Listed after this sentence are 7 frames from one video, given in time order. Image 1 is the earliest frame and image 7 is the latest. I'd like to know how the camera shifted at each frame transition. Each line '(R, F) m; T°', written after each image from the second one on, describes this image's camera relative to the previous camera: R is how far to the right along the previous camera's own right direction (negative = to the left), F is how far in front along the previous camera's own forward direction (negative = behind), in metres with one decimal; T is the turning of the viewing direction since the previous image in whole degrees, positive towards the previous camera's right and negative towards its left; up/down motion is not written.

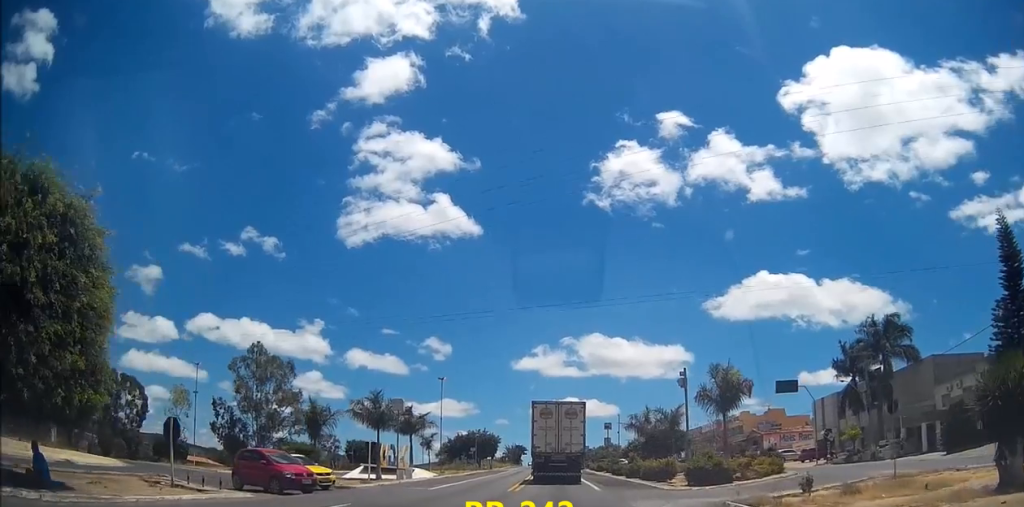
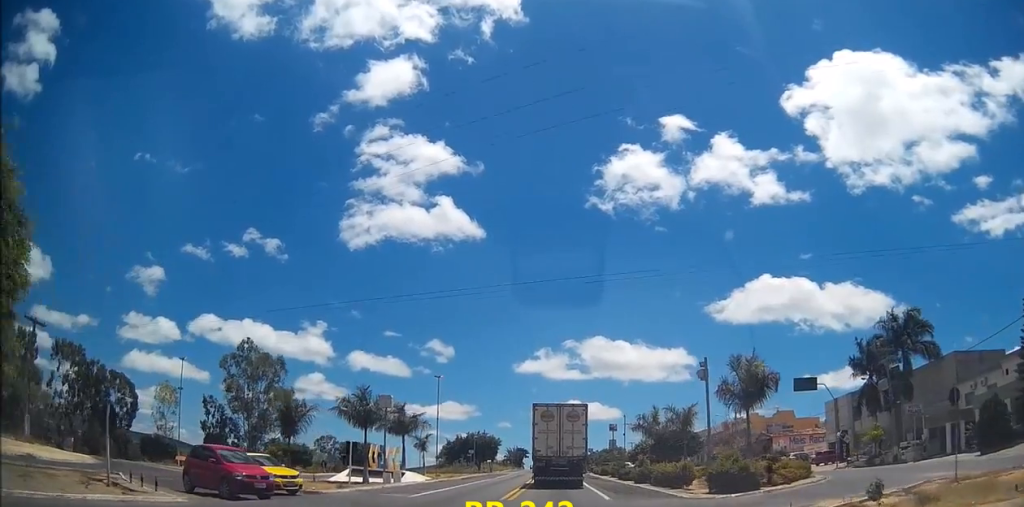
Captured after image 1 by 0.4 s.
(+0.1, +3.6) m; 0°
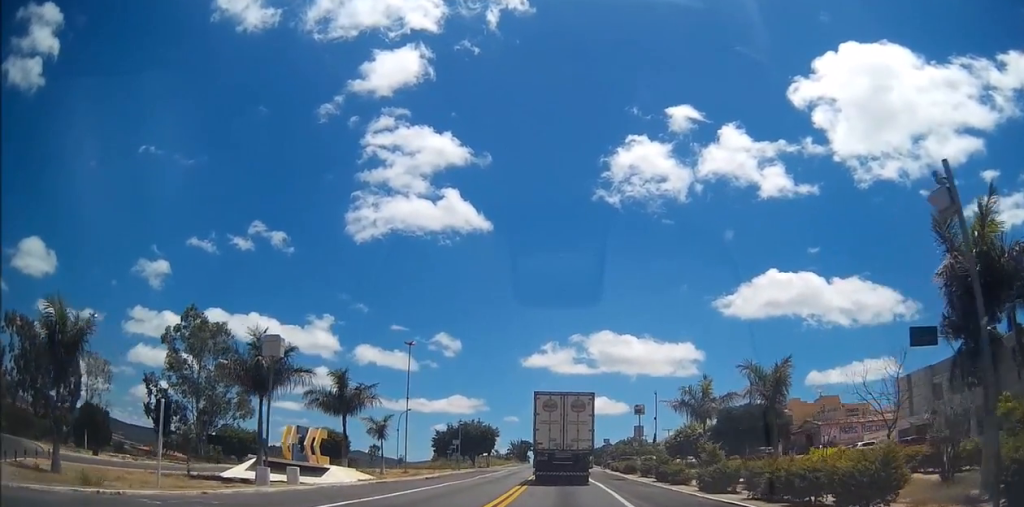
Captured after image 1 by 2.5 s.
(-0.6, +16.6) m; -2°
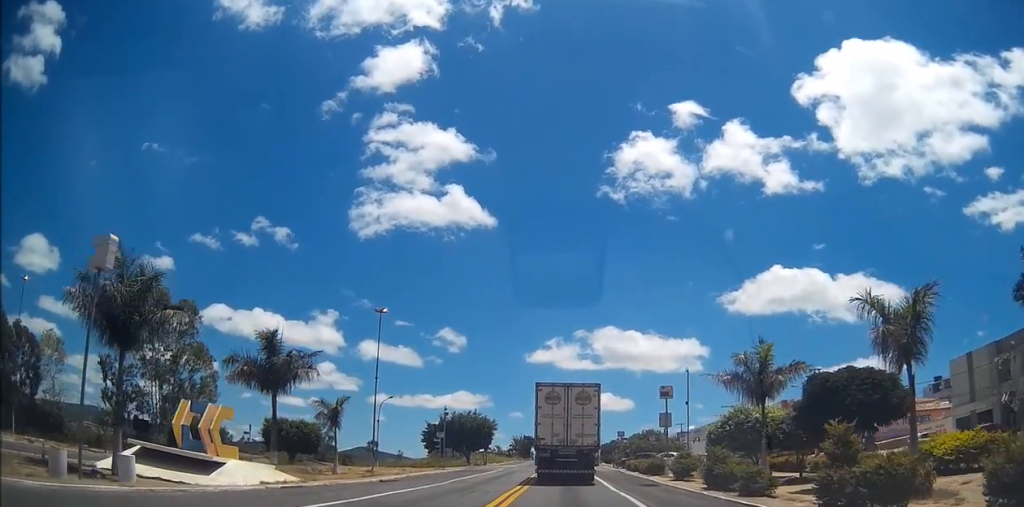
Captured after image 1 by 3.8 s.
(+0.1, +10.3) m; 0°
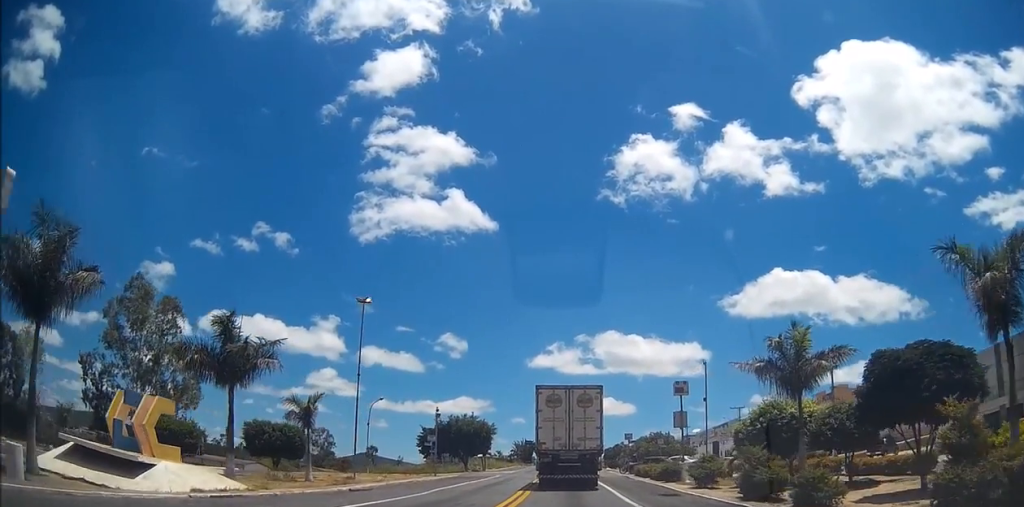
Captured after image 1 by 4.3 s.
(0.0, +4.2) m; -1°
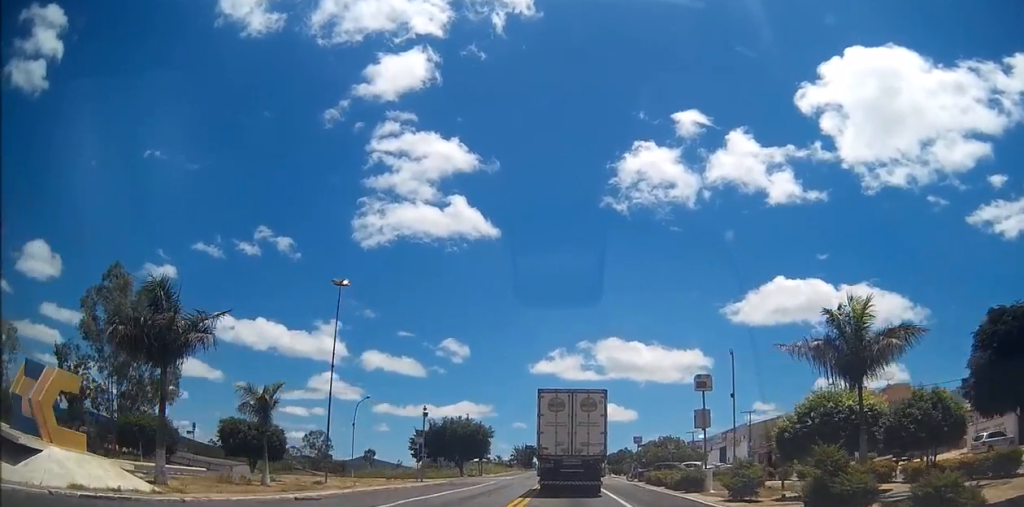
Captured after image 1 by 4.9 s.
(-0.1, +4.9) m; -1°
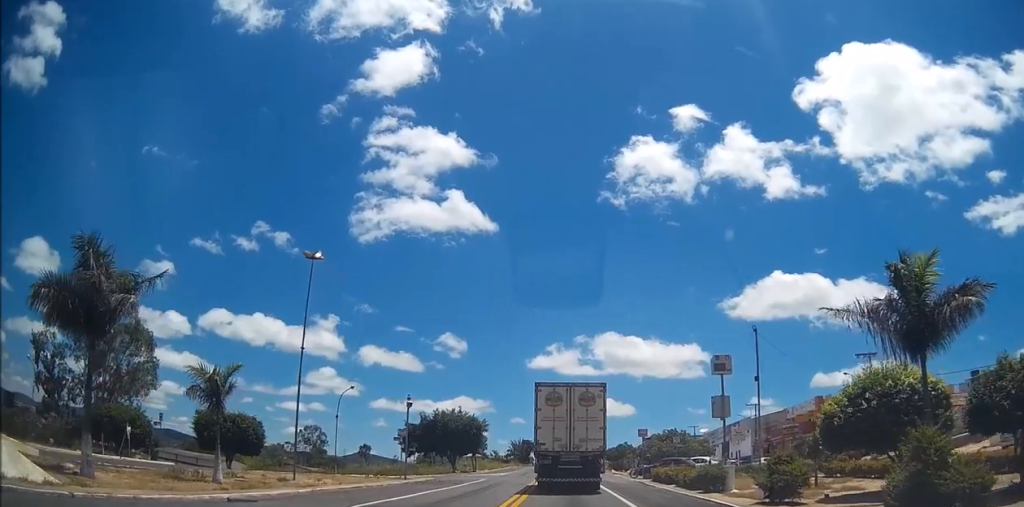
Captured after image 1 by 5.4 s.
(-0.1, +3.9) m; 0°
